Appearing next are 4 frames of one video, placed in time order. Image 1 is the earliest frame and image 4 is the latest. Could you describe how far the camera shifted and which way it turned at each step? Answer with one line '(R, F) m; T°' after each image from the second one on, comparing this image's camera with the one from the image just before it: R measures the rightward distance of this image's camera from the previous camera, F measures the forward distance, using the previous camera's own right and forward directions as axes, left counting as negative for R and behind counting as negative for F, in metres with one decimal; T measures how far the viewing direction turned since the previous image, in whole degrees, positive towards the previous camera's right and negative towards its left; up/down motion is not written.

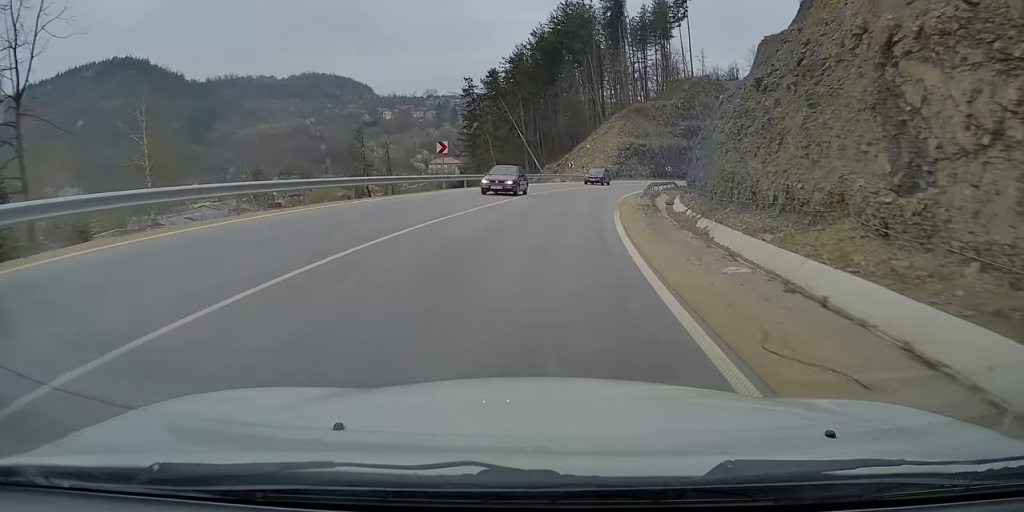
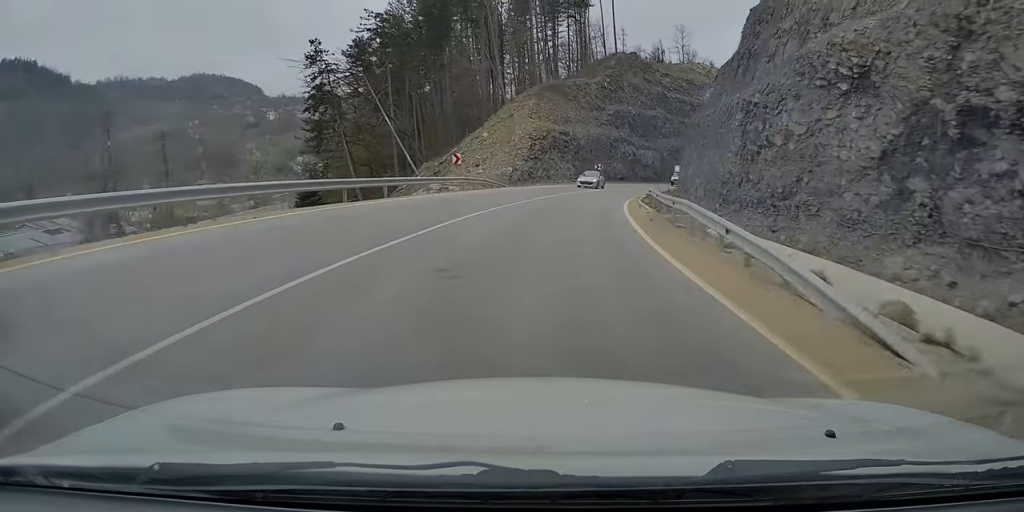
(+2.7, +31.8) m; +10°
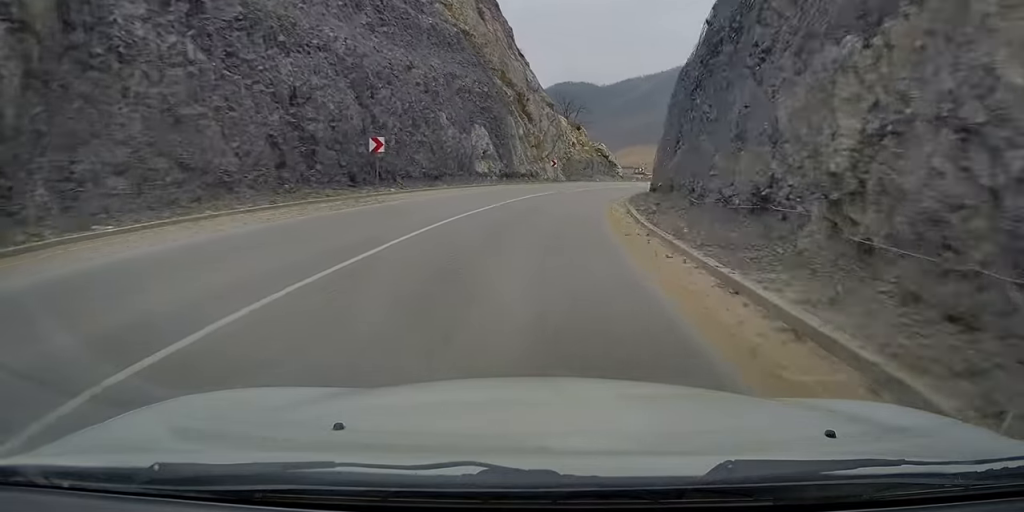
(+24.1, +92.6) m; +28°
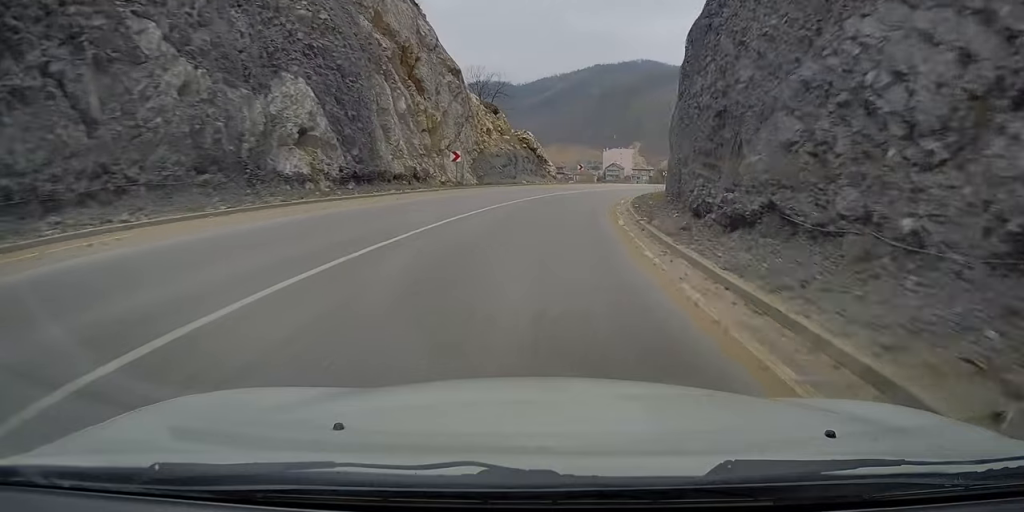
(+2.0, +26.7) m; +8°
